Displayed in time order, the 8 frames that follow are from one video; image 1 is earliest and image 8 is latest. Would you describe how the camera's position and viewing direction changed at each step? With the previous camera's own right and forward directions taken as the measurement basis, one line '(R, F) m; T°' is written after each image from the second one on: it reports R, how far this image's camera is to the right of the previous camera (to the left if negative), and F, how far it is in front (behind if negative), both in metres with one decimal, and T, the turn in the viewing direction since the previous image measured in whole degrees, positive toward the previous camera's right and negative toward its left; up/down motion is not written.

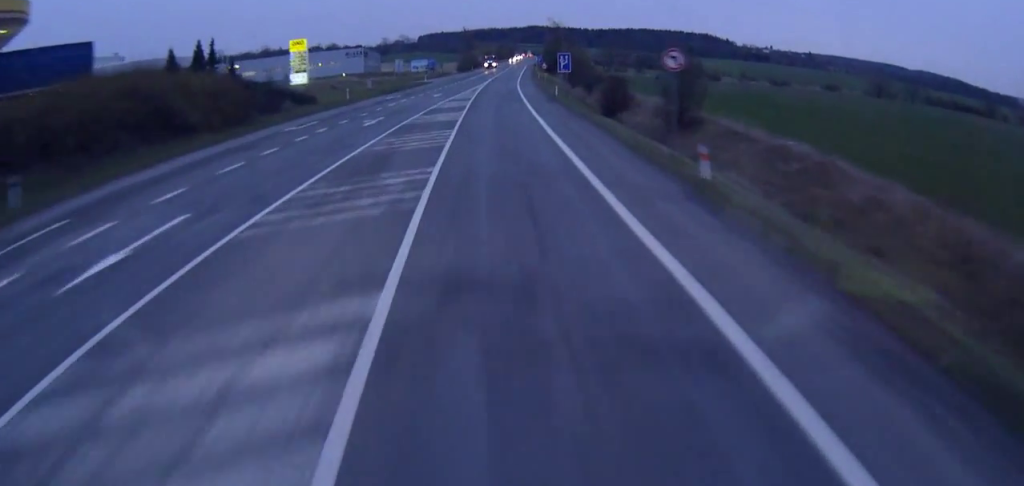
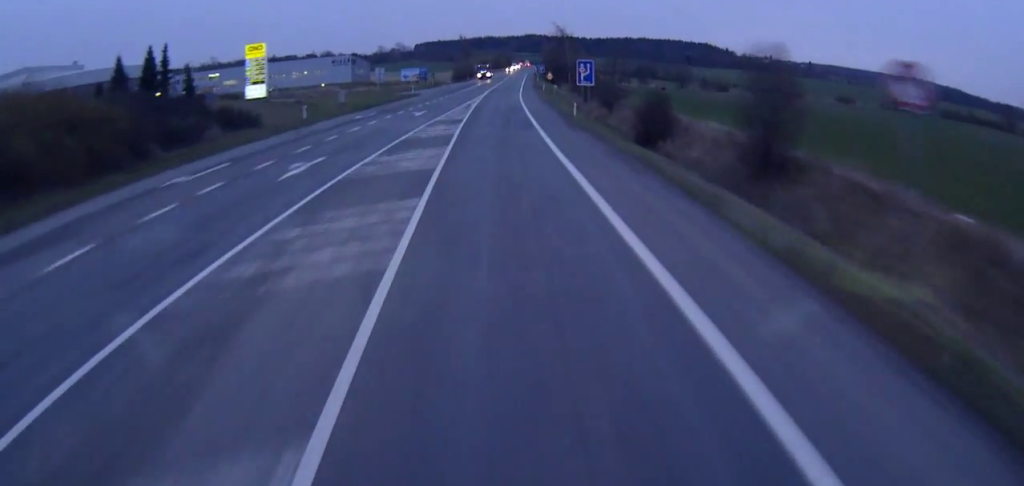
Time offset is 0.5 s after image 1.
(0.0, +13.1) m; +1°
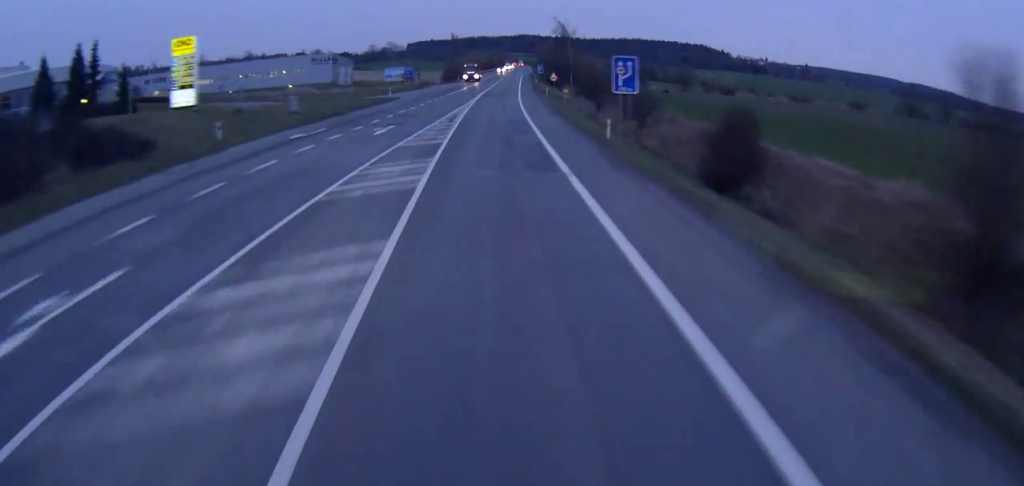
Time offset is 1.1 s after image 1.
(-0.1, +13.9) m; +1°
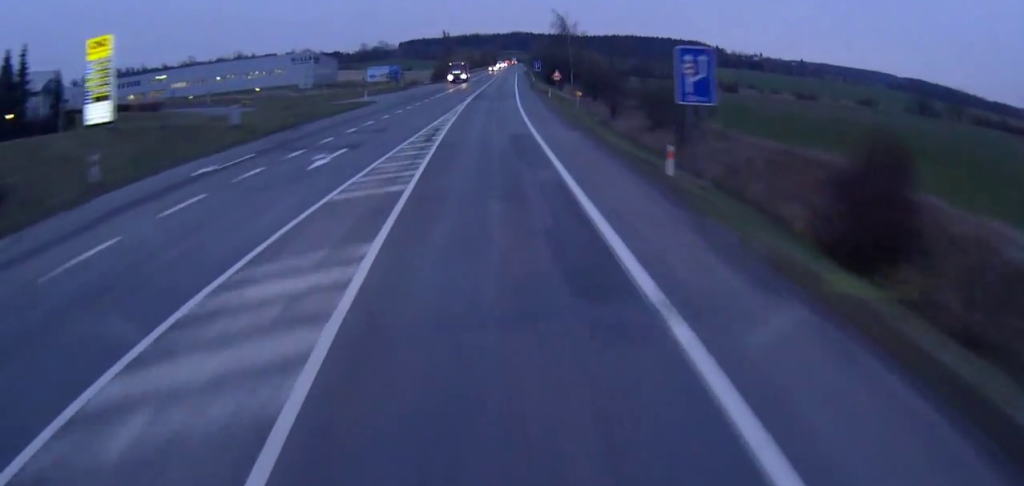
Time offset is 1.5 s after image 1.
(+0.2, +10.6) m; +1°
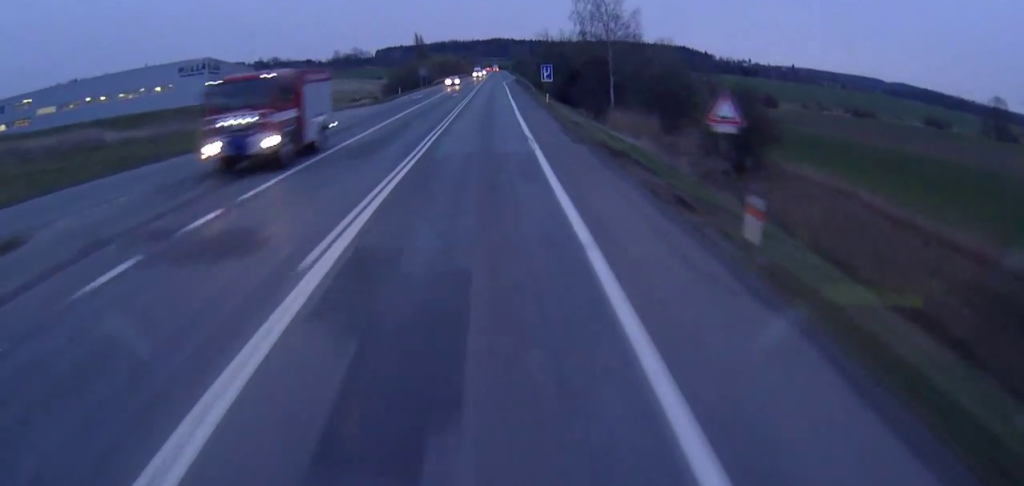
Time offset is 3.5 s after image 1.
(+1.0, +49.1) m; +1°
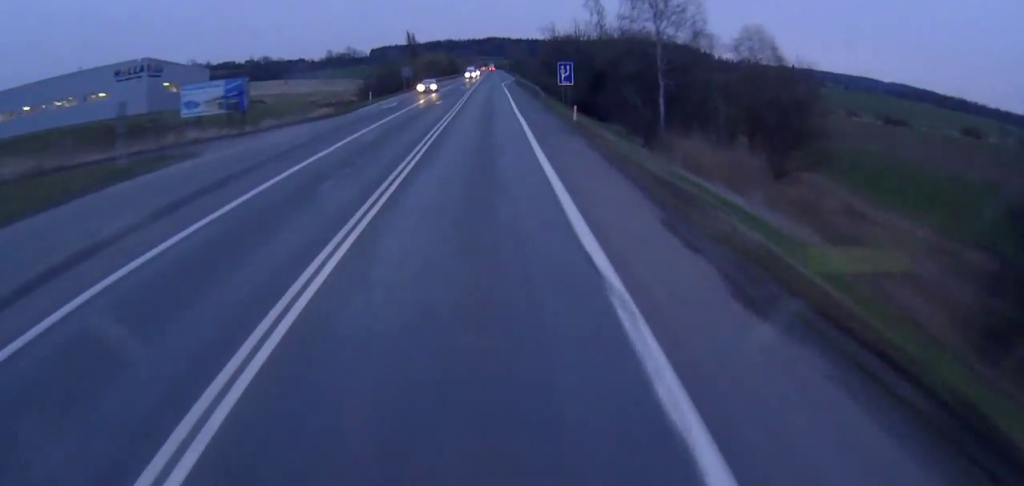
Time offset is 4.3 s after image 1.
(-0.2, +18.7) m; 0°
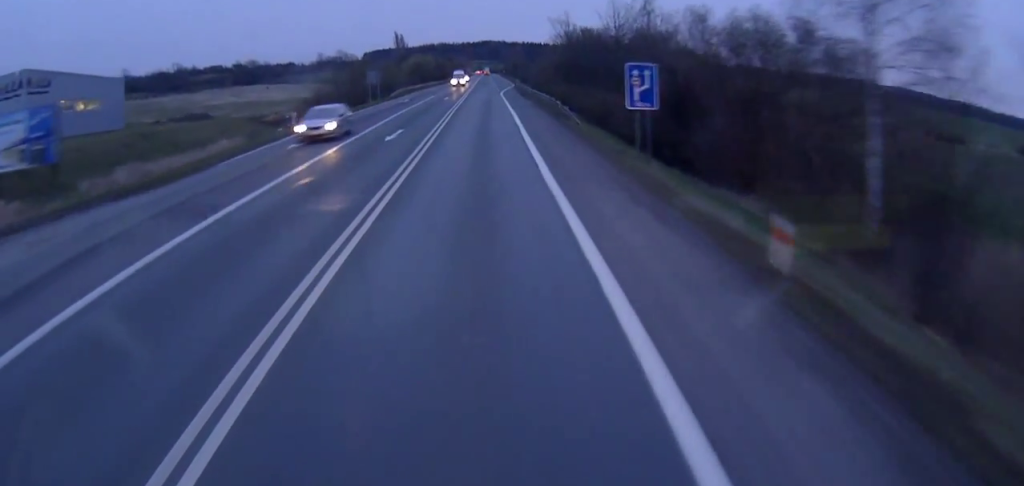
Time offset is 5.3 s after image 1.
(+0.3, +24.9) m; +1°
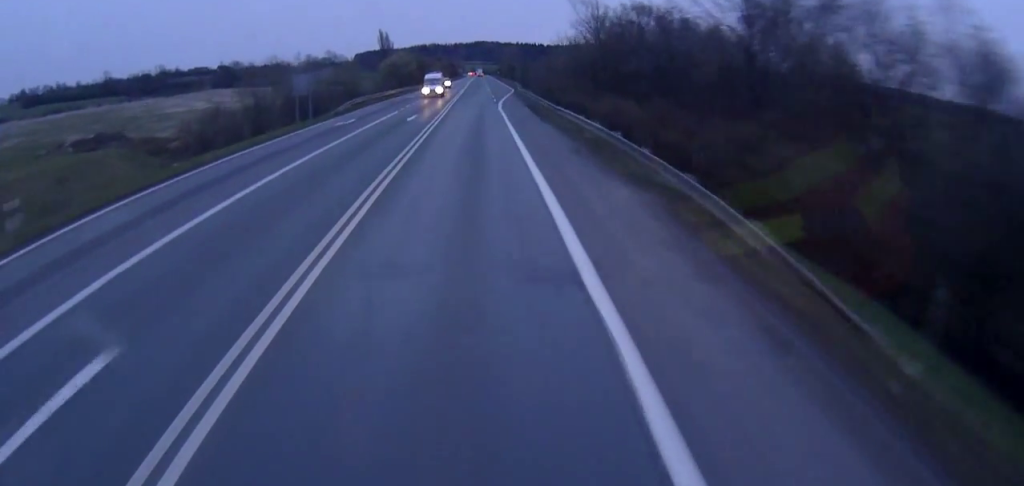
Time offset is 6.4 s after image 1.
(+0.2, +26.2) m; +1°
